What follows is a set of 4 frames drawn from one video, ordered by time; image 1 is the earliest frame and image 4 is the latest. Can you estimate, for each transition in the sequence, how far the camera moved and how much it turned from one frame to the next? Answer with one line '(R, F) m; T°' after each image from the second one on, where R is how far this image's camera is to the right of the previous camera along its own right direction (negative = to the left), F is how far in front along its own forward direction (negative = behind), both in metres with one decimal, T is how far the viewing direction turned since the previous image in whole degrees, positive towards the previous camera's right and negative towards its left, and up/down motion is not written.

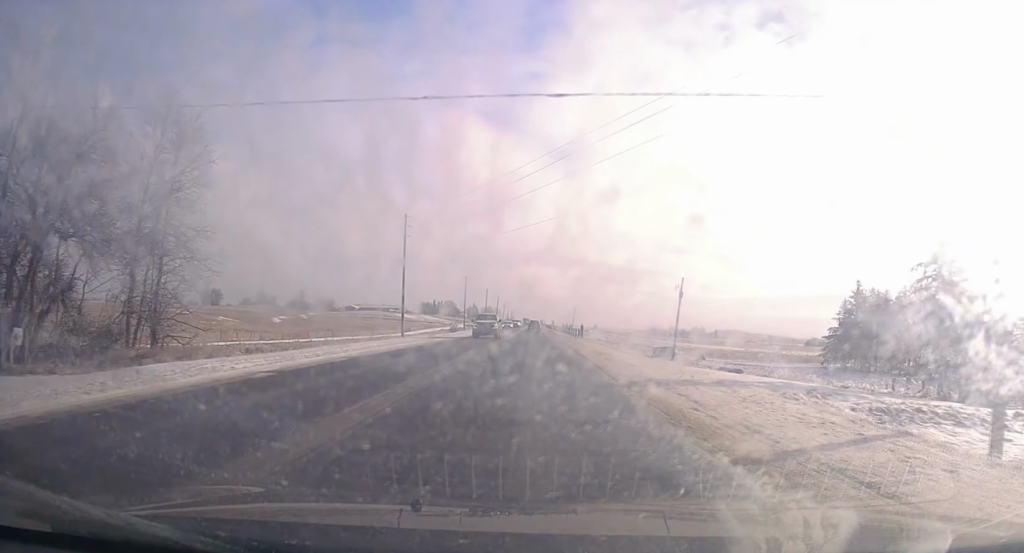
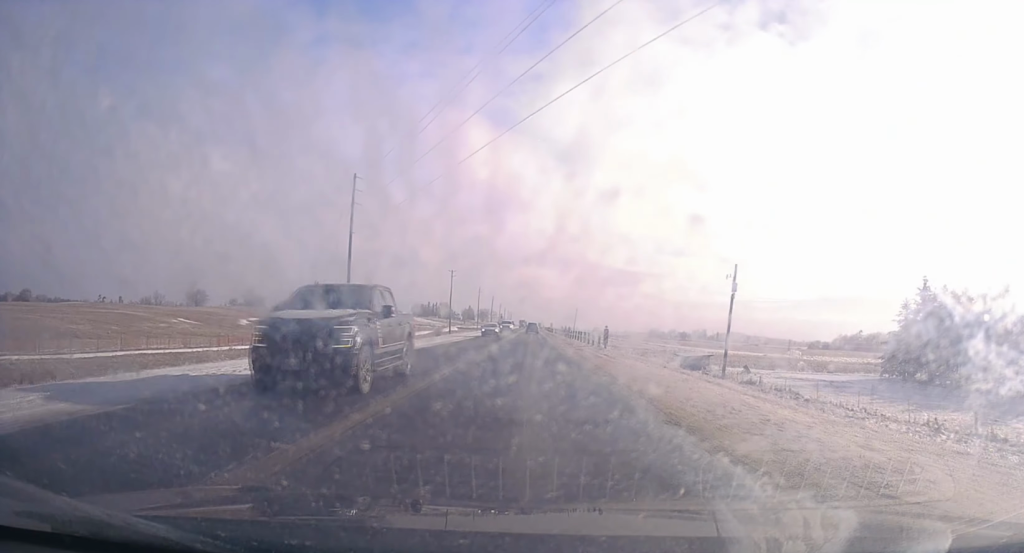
(+0.1, +21.6) m; 0°
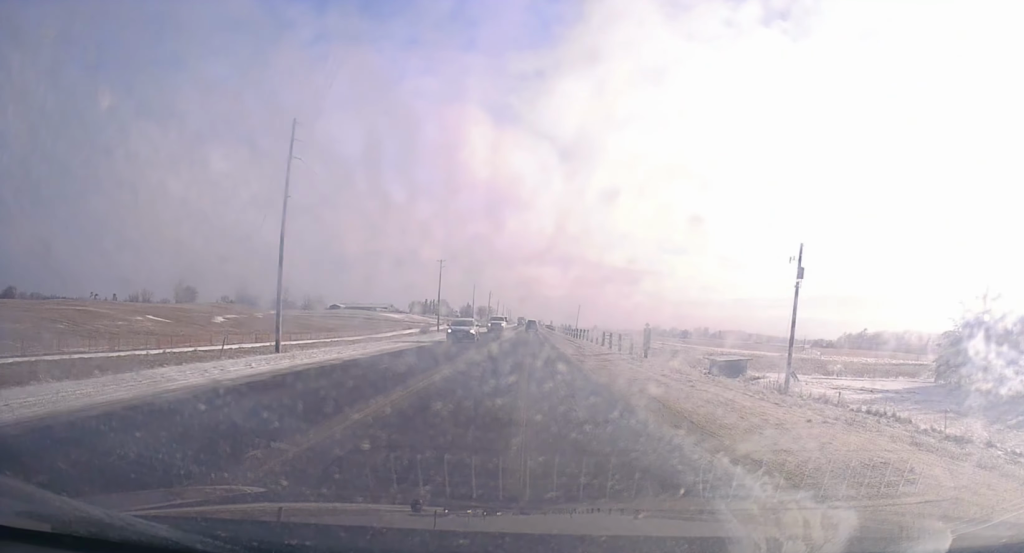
(0.0, +14.0) m; 0°
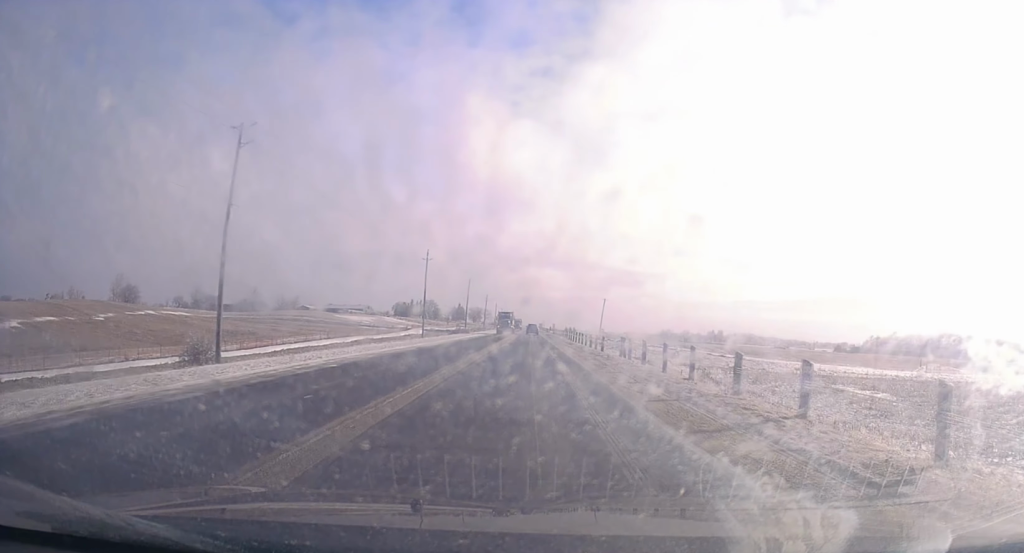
(-0.1, +75.1) m; +1°
